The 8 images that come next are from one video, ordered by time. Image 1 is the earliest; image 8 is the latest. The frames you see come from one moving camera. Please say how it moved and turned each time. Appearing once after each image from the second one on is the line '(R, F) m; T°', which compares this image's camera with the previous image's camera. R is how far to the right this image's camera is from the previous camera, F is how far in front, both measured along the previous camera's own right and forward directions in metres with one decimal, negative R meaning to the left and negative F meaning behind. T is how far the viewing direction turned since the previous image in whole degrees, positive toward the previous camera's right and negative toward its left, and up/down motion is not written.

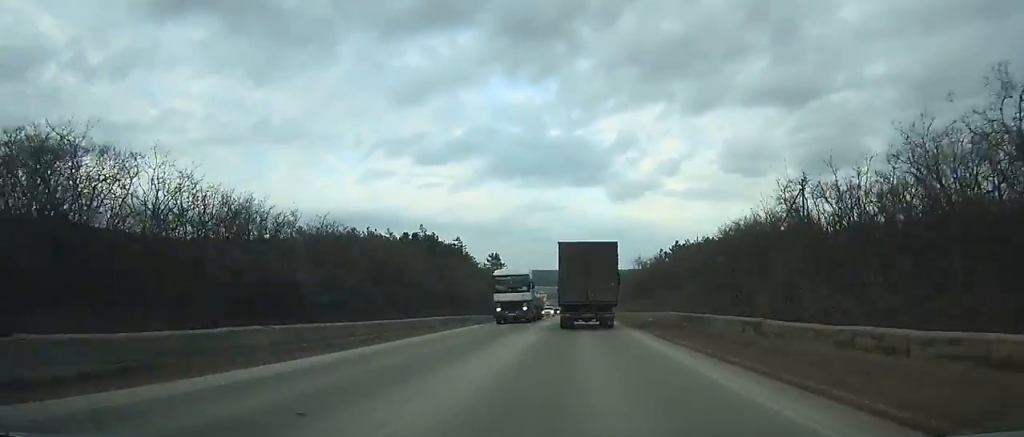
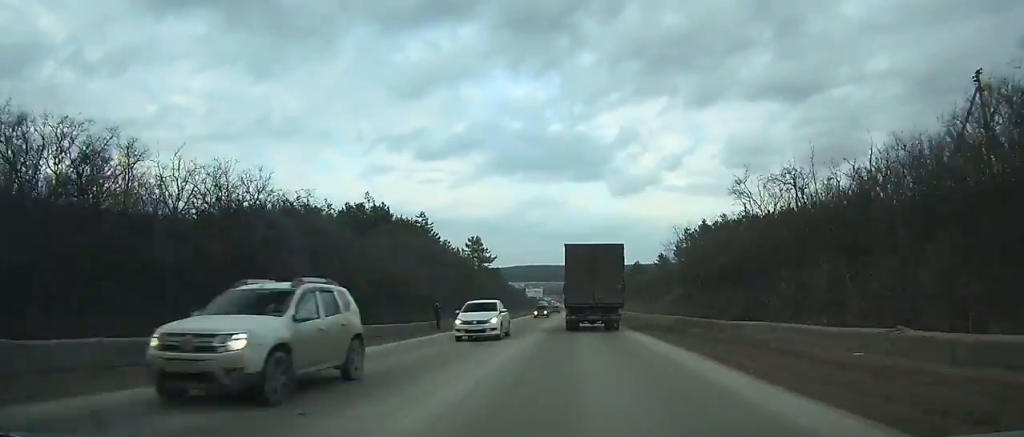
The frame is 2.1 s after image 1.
(-0.1, +34.1) m; 0°
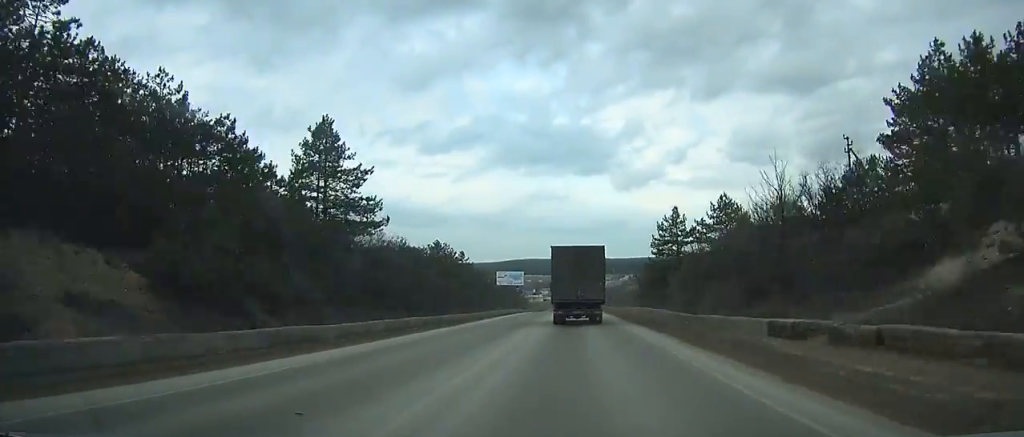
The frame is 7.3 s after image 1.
(+0.5, +87.5) m; +1°
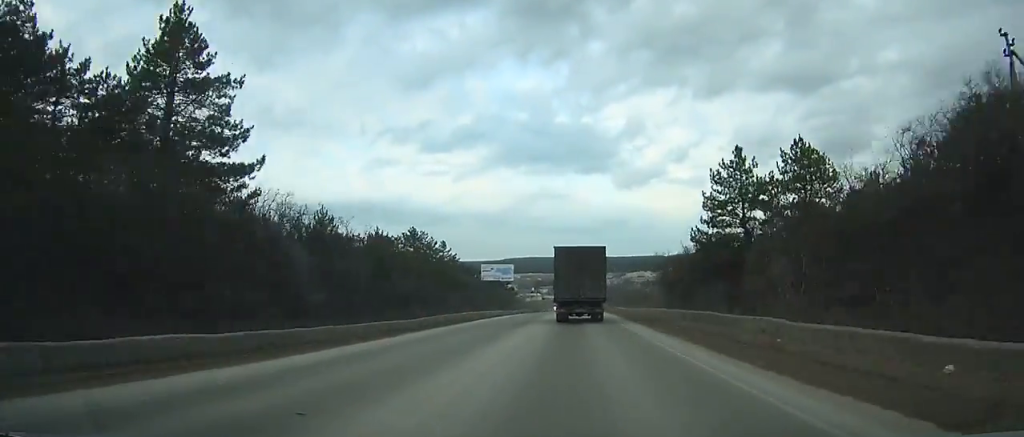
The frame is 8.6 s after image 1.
(0.0, +22.6) m; 0°
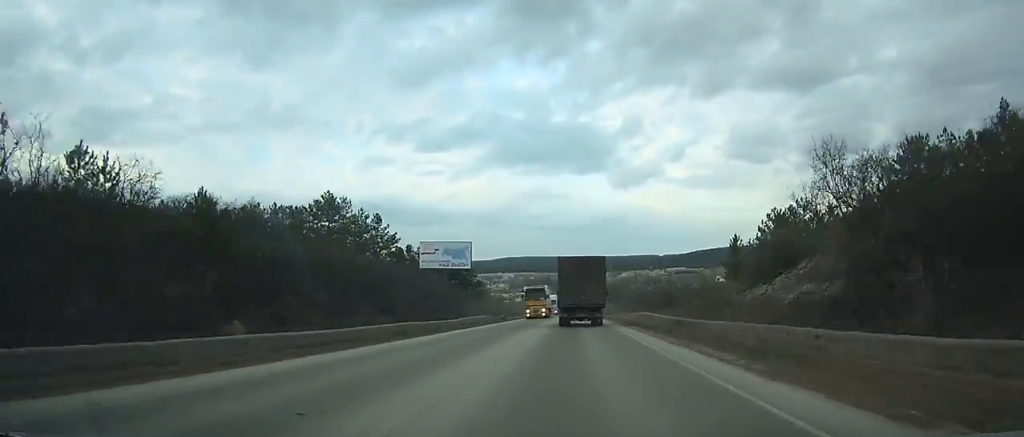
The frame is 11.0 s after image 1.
(+0.1, +42.5) m; 0°
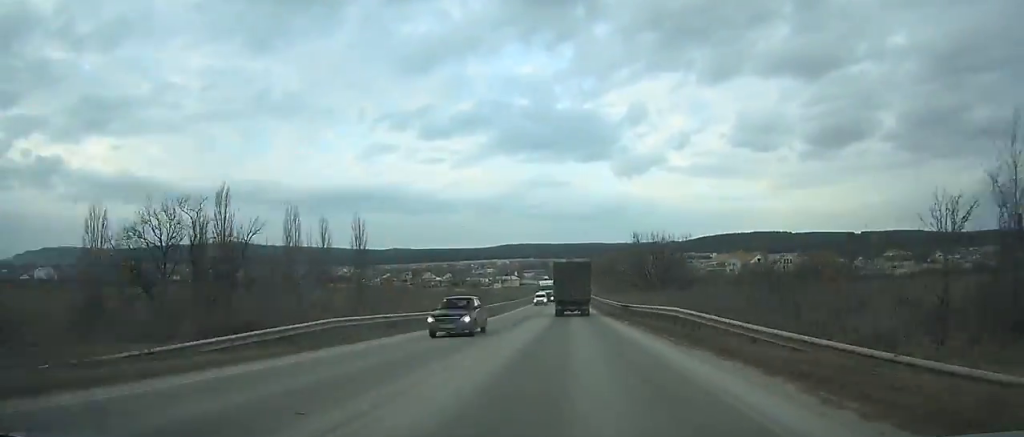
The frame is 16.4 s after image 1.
(-0.4, +100.6) m; -1°
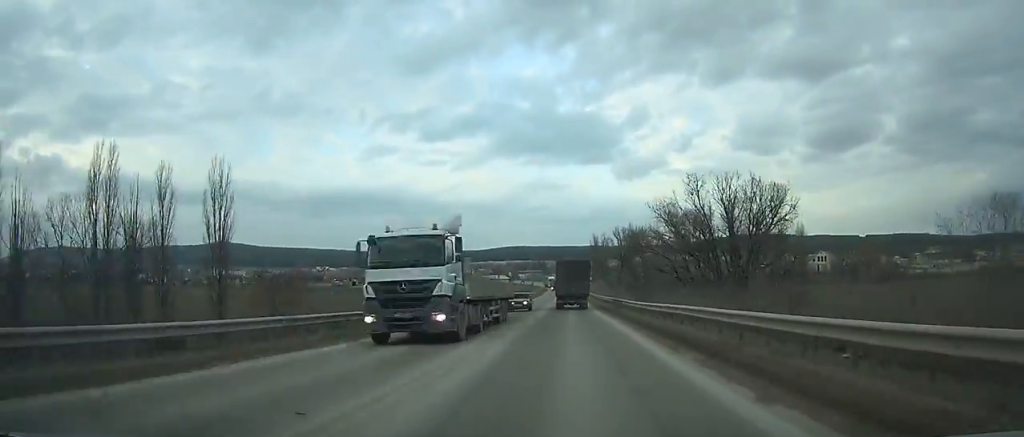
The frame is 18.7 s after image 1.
(-0.1, +44.5) m; 0°
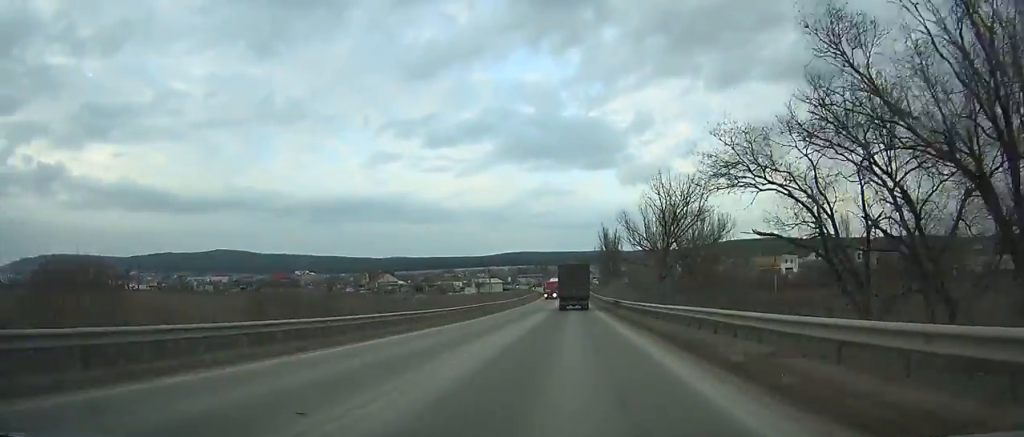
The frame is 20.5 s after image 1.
(0.0, +35.2) m; 0°
